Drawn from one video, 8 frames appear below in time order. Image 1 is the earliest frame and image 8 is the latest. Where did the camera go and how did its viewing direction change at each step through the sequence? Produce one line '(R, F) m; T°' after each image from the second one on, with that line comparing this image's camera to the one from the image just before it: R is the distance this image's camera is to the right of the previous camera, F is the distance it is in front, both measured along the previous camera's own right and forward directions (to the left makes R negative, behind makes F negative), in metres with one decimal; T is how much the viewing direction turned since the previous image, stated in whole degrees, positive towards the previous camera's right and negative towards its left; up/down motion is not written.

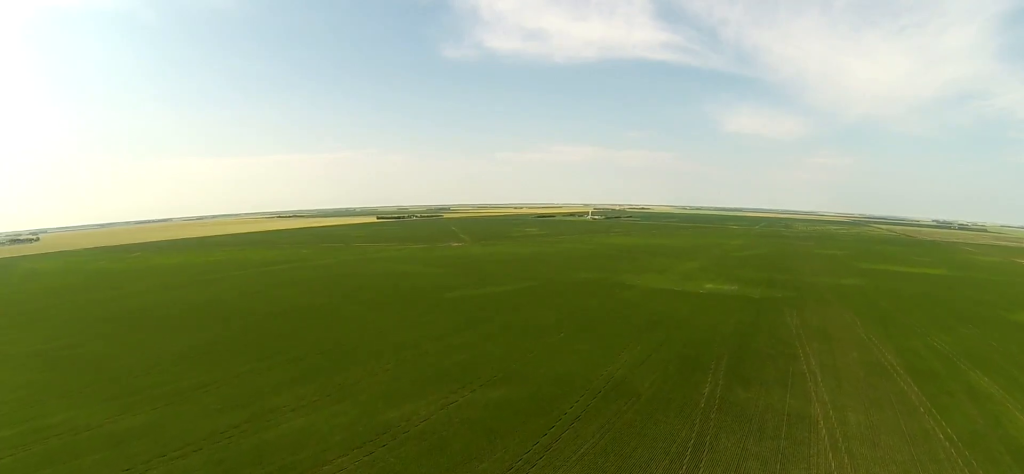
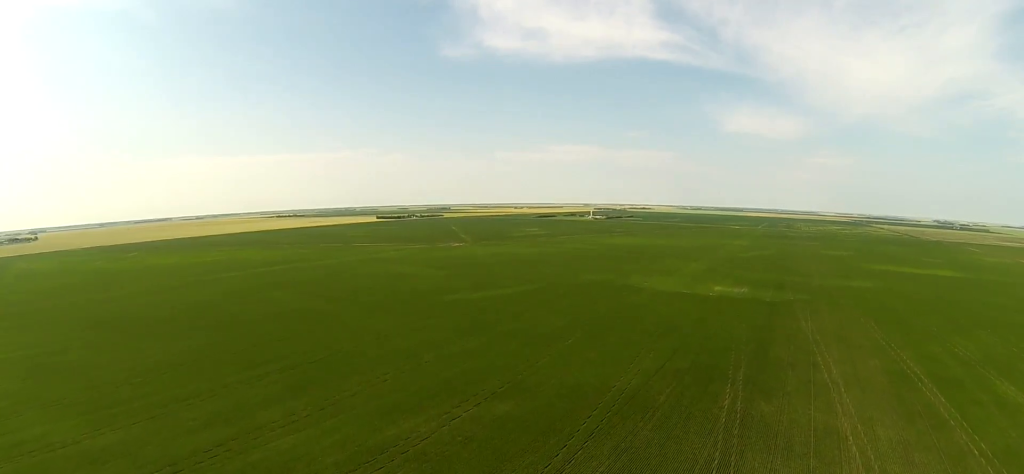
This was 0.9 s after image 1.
(0.0, +9.0) m; 0°
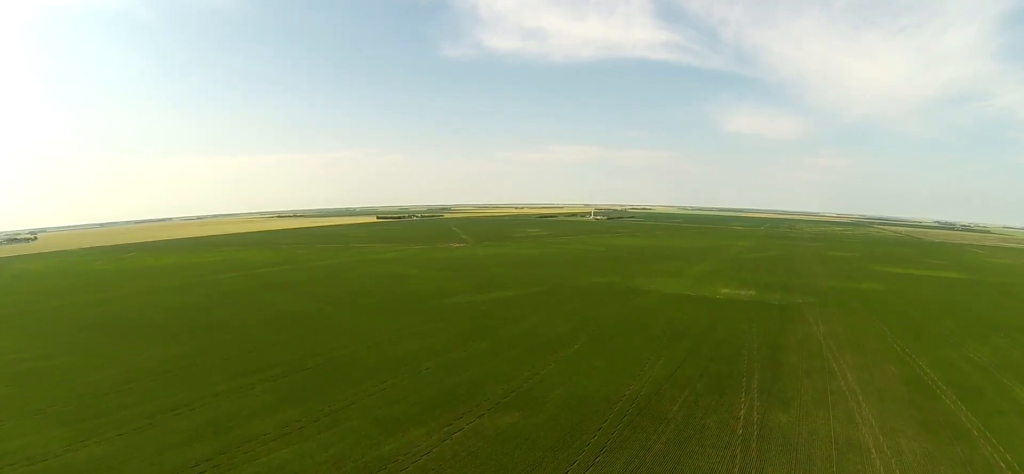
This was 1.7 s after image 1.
(0.0, +7.6) m; -1°
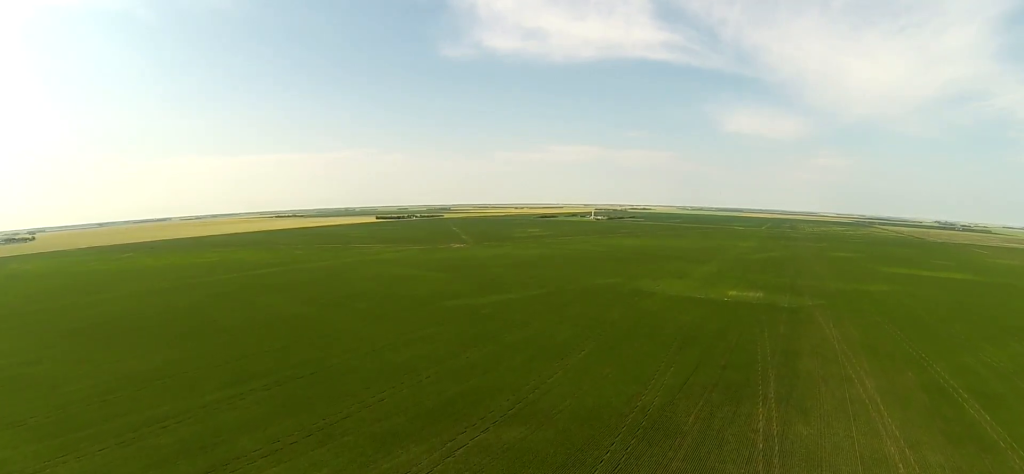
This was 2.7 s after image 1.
(0.0, +9.1) m; -1°
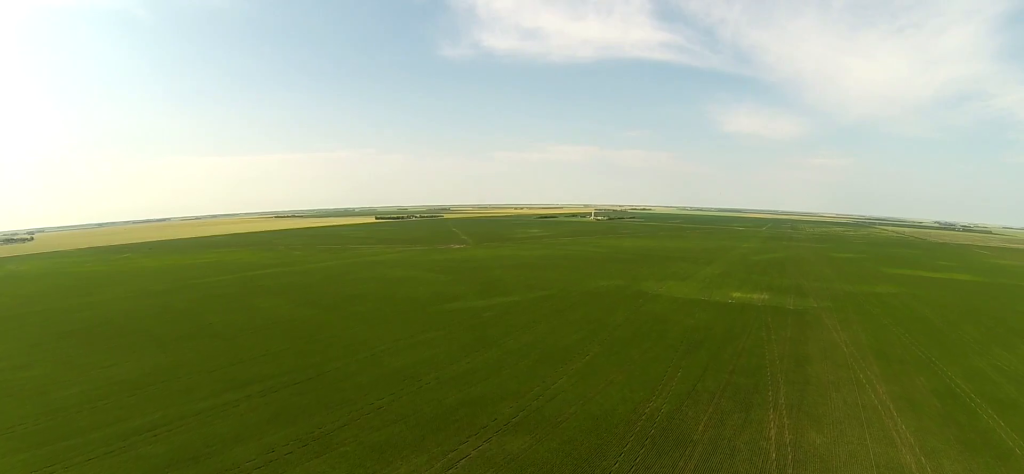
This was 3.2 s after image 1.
(0.0, +5.1) m; -1°
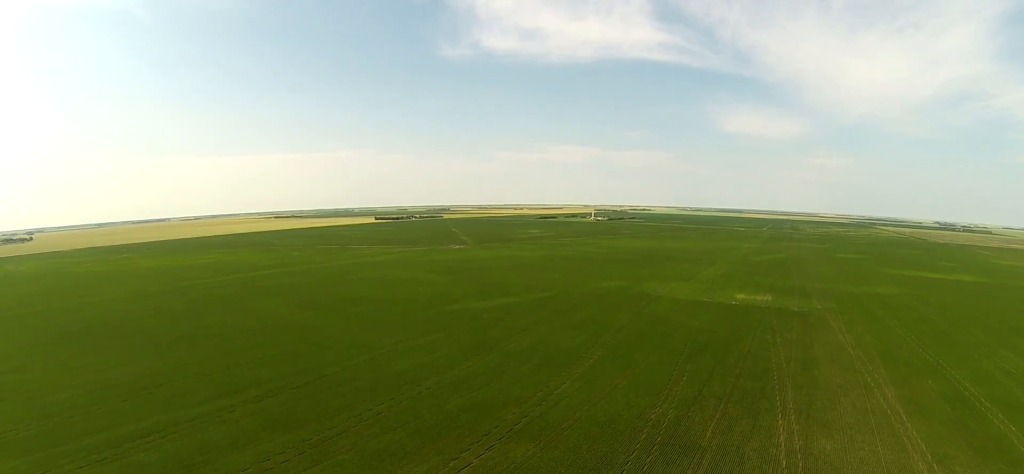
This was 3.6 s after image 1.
(0.0, +3.9) m; 0°
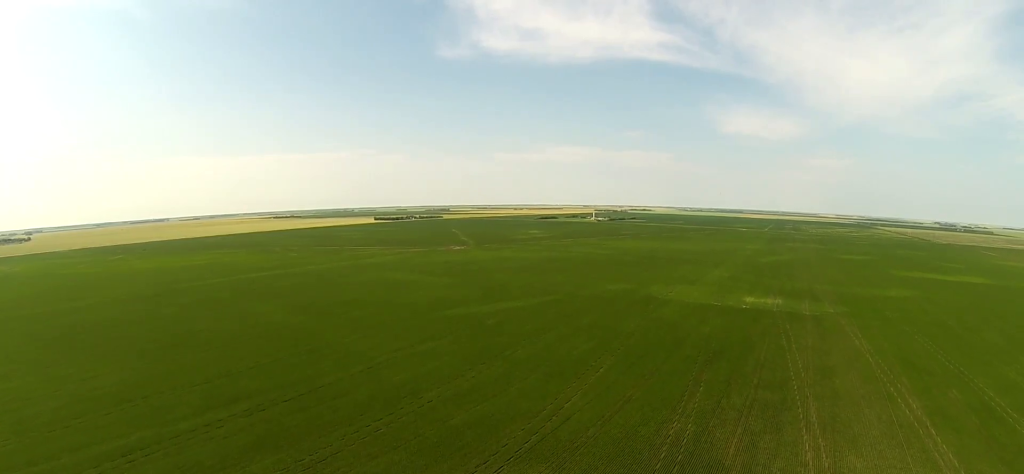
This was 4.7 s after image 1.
(-0.1, +10.3) m; -1°
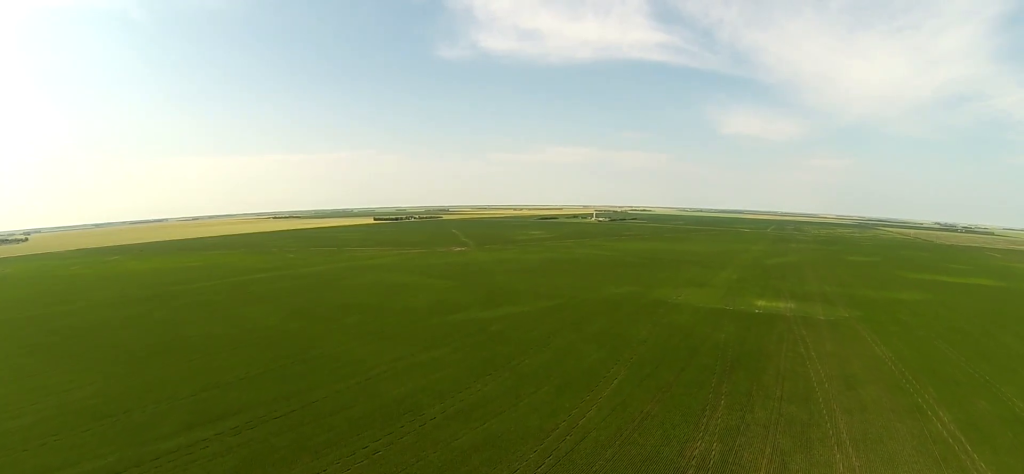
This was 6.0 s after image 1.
(-0.1, +11.6) m; -1°
